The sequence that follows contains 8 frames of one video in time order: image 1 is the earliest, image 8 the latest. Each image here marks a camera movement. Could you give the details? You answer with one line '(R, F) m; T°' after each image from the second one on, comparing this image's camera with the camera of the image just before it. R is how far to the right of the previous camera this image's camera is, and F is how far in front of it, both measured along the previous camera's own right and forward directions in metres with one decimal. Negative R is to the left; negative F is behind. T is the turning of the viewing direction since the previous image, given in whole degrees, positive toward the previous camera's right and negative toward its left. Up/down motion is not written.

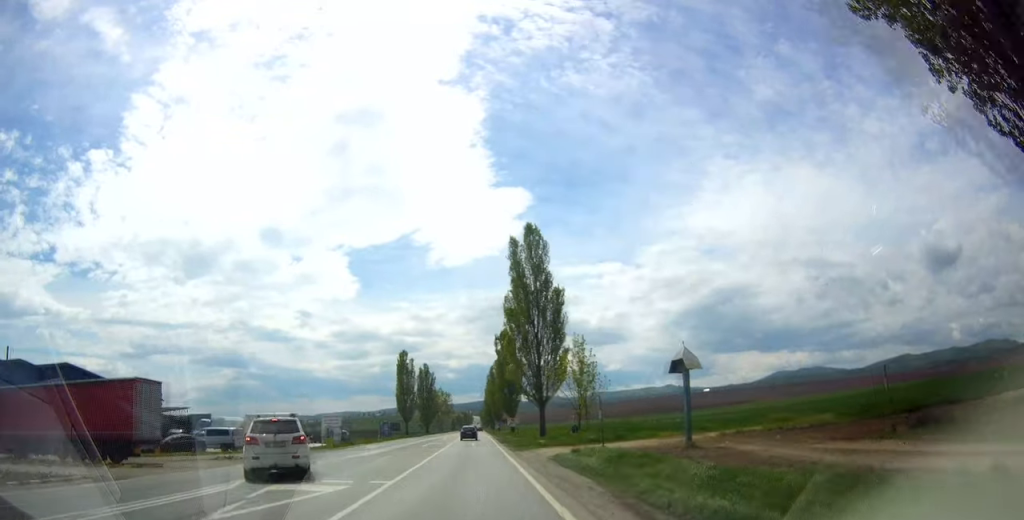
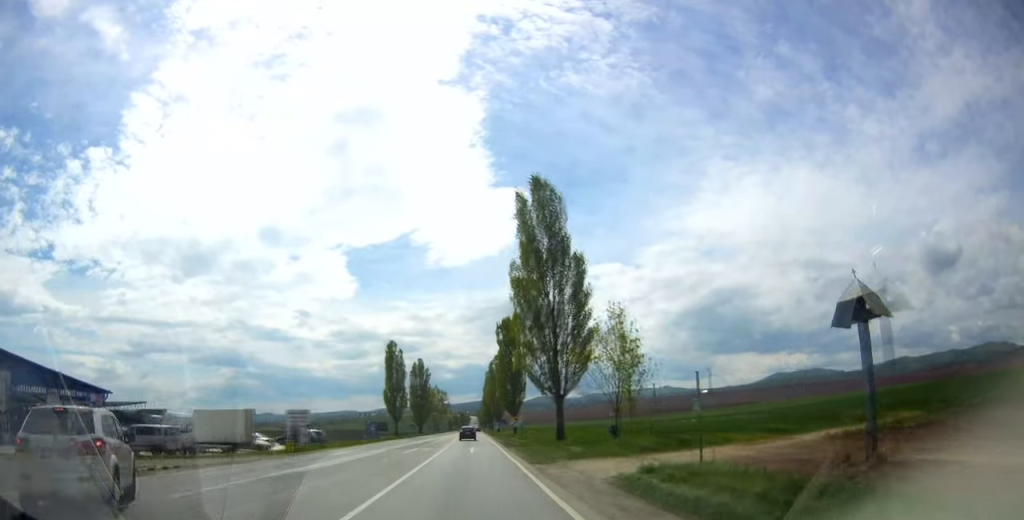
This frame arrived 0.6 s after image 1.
(0.0, +10.2) m; -1°
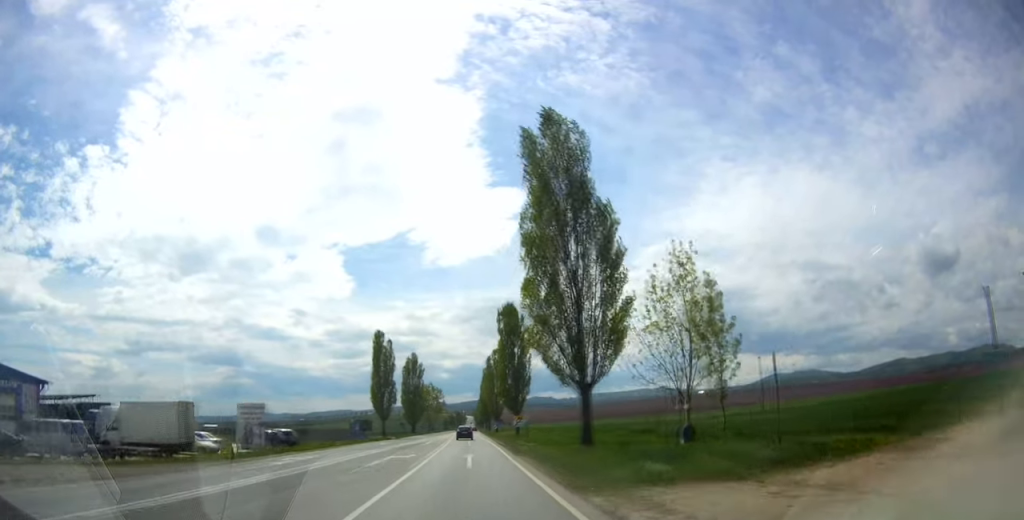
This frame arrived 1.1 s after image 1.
(-0.1, +9.2) m; 0°
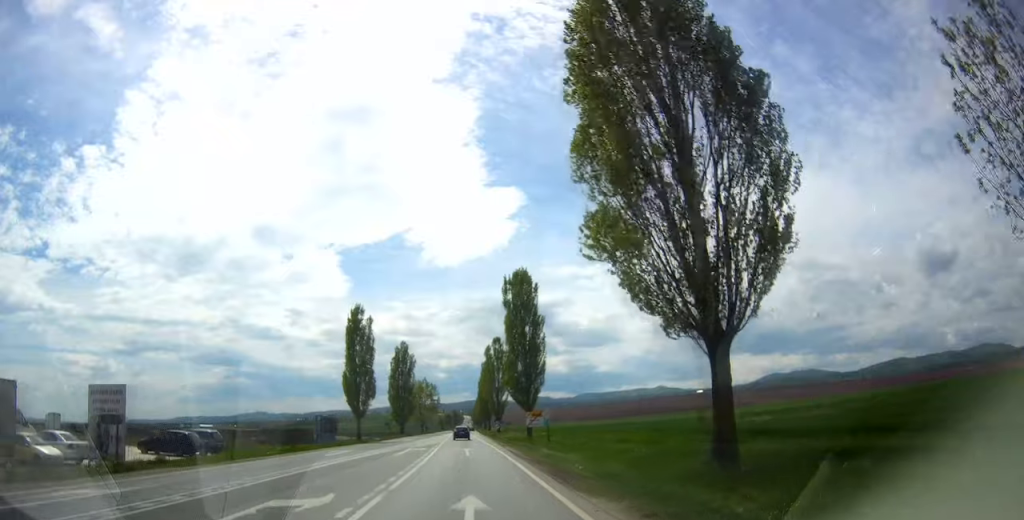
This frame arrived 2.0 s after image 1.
(-0.3, +15.5) m; +1°
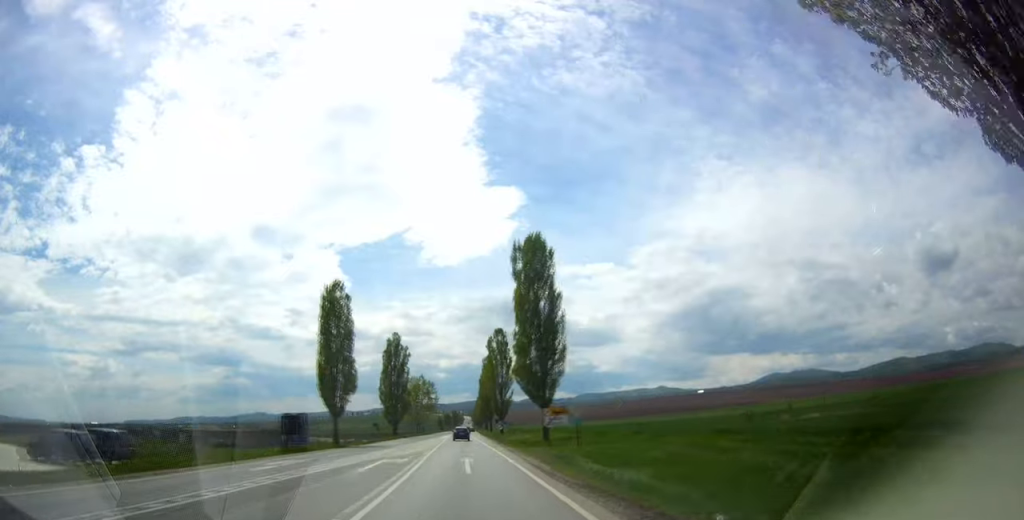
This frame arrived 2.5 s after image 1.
(+0.4, +10.9) m; +1°
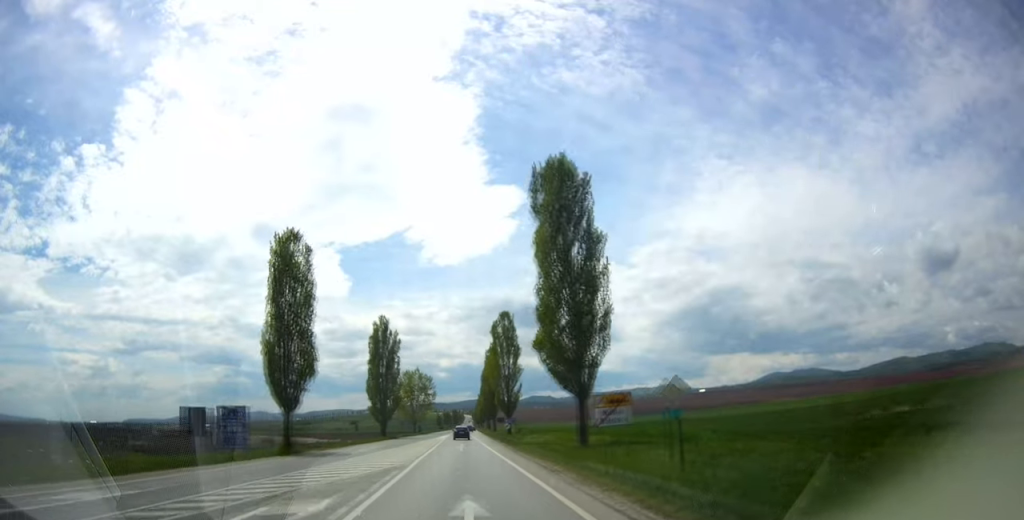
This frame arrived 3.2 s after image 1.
(+0.2, +13.6) m; +1°
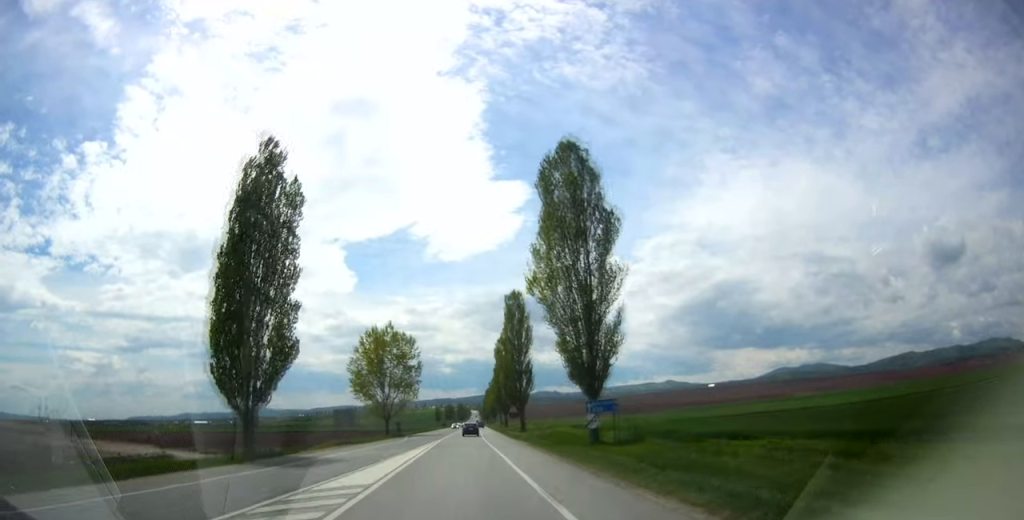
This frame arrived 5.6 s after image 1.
(-0.6, +52.7) m; -1°
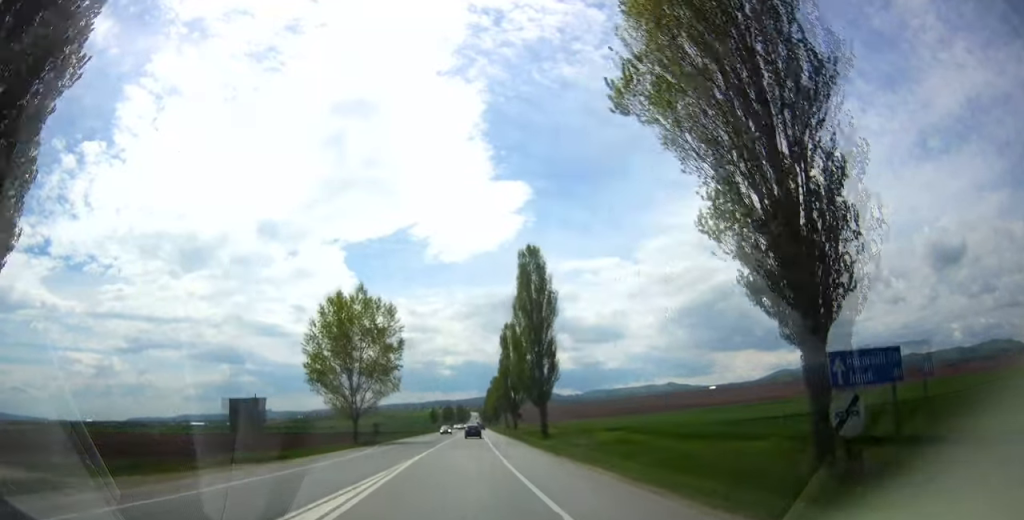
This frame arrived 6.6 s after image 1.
(0.0, +21.9) m; 0°
